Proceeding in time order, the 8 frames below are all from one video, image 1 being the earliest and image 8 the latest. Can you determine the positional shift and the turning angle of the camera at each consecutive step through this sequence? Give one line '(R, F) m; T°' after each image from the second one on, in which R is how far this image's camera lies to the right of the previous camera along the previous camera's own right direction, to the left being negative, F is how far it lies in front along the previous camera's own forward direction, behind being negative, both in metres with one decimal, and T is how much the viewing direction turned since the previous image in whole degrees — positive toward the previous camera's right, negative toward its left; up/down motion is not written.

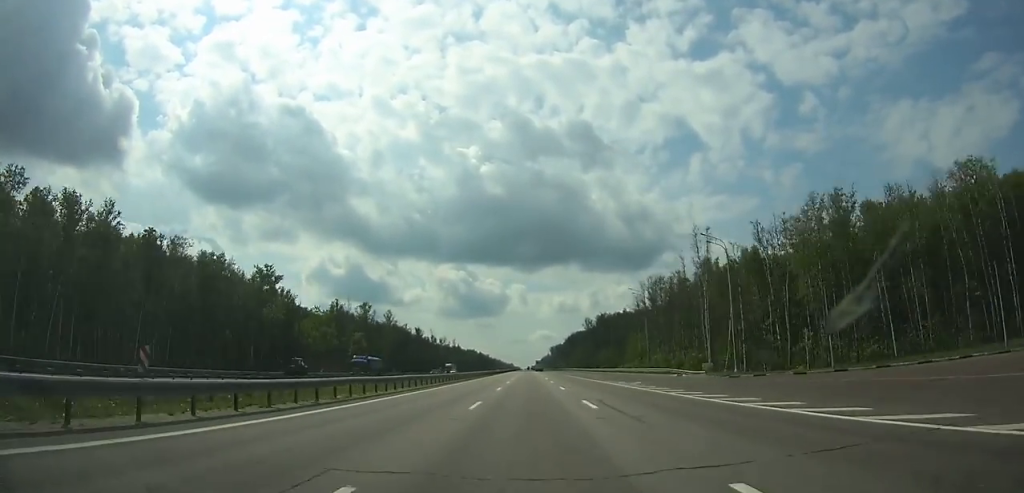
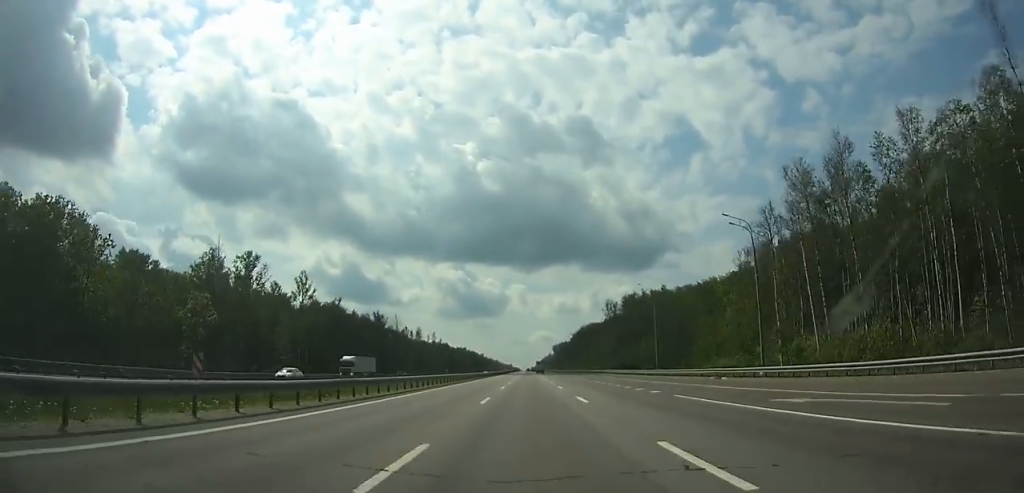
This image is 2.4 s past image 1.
(0.0, +74.1) m; 0°
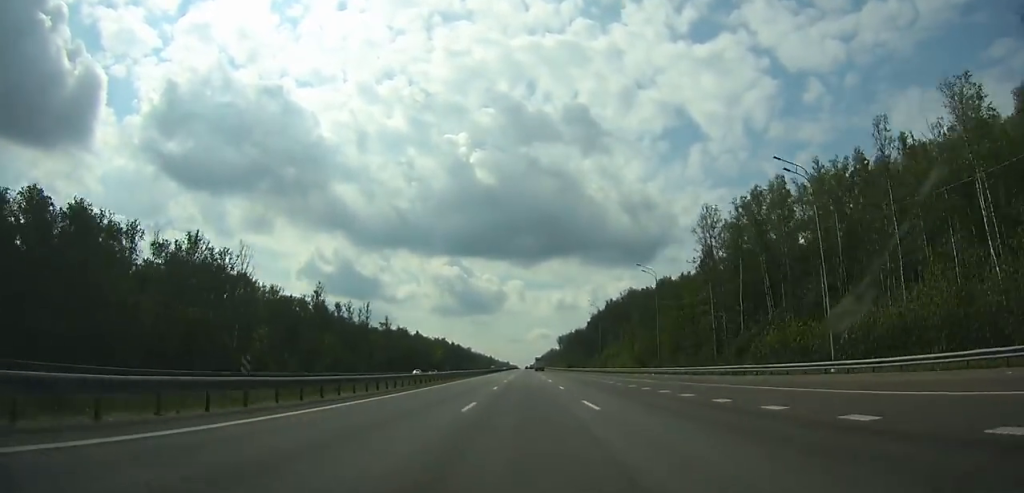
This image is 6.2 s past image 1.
(-0.1, +116.7) m; 0°
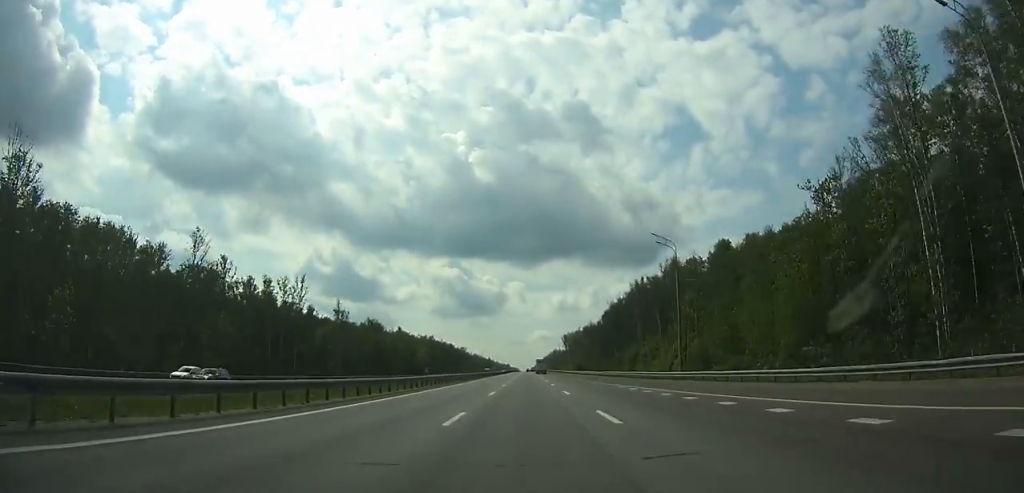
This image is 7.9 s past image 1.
(0.0, +51.8) m; 0°
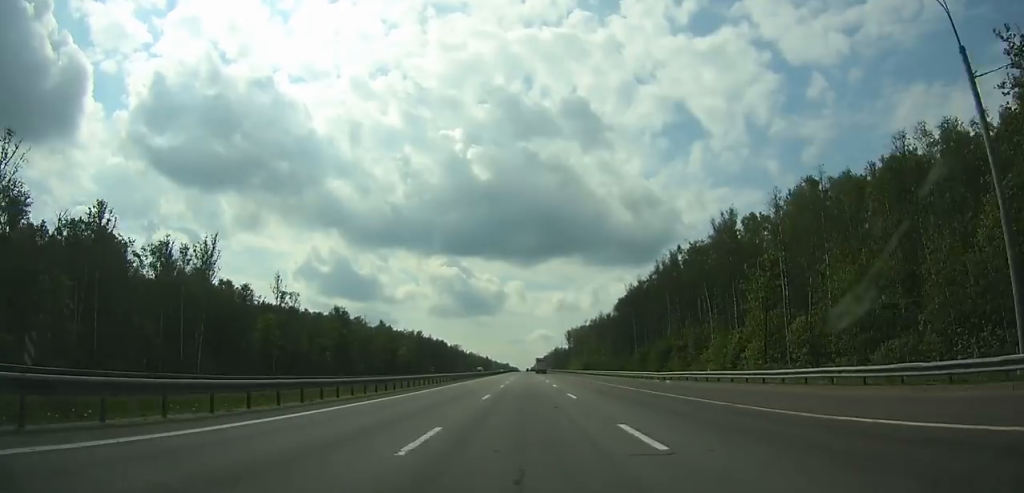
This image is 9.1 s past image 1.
(0.0, +36.4) m; 0°
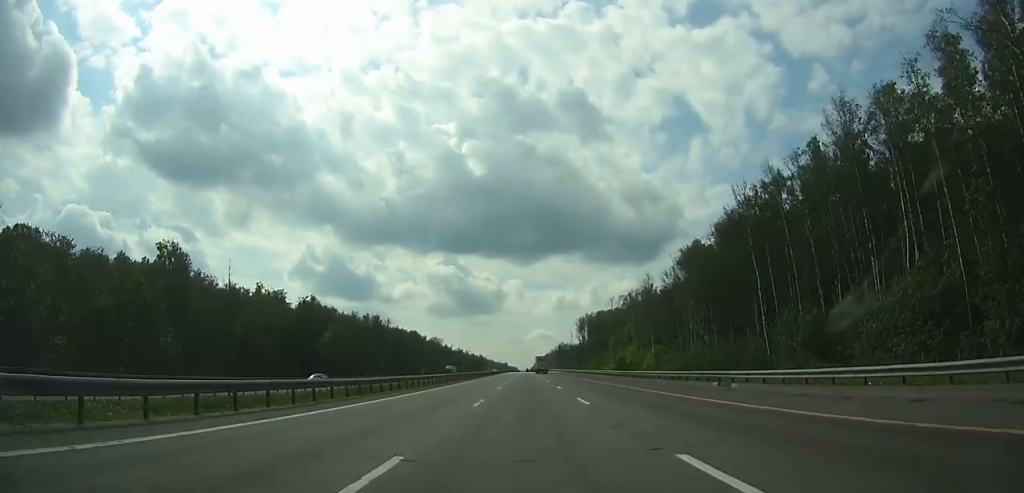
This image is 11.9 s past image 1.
(0.0, +84.8) m; 0°
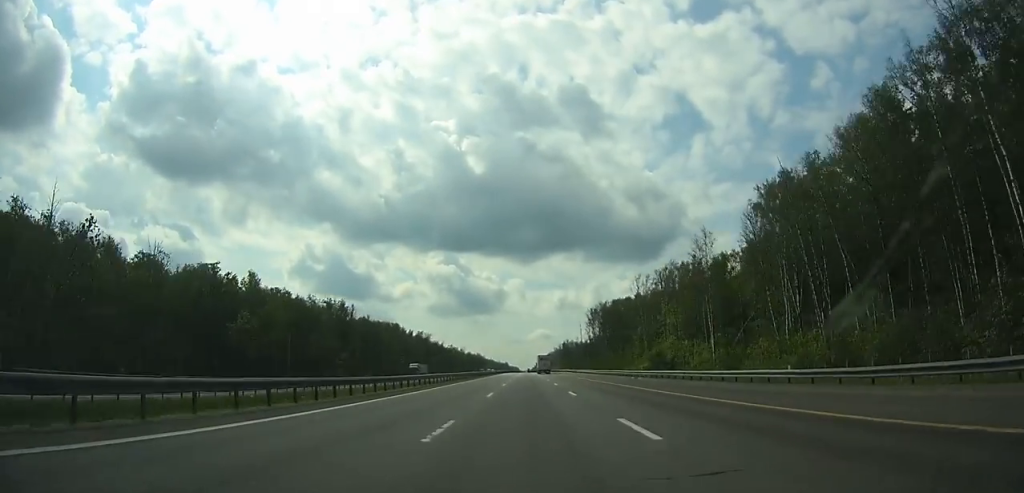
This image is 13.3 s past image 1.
(+0.1, +42.5) m; 0°
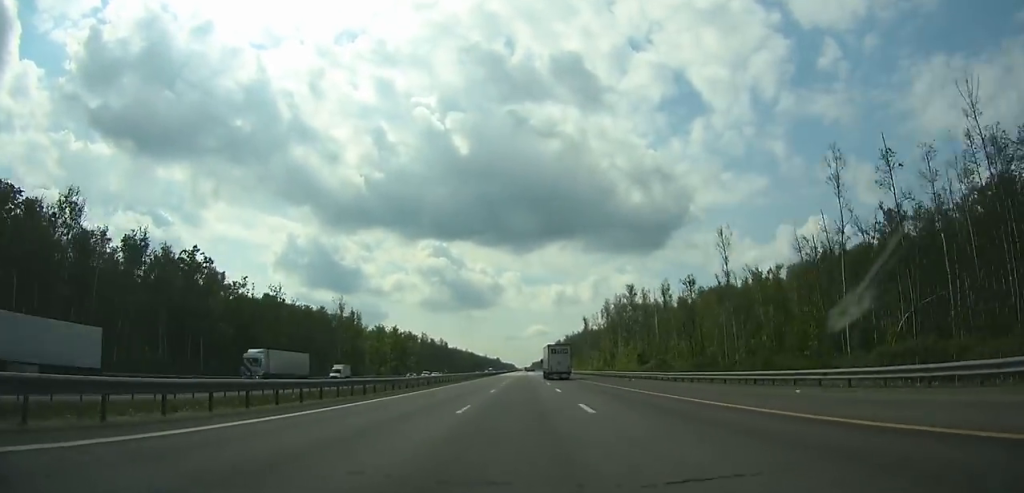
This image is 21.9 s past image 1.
(+0.3, +264.8) m; 0°
